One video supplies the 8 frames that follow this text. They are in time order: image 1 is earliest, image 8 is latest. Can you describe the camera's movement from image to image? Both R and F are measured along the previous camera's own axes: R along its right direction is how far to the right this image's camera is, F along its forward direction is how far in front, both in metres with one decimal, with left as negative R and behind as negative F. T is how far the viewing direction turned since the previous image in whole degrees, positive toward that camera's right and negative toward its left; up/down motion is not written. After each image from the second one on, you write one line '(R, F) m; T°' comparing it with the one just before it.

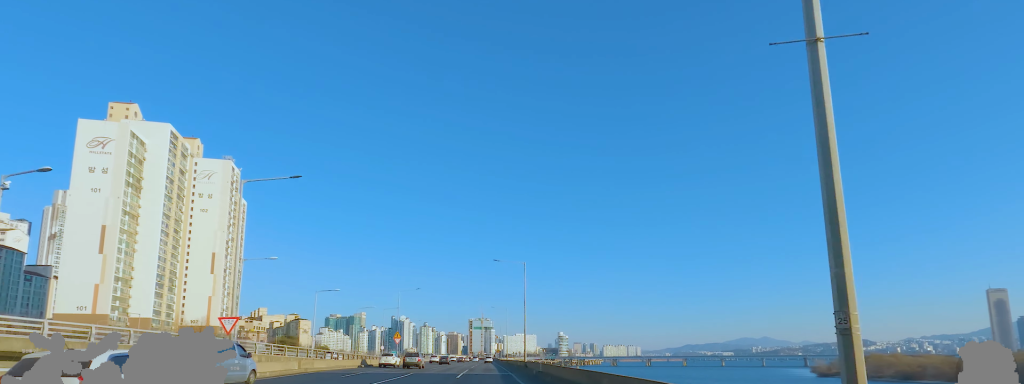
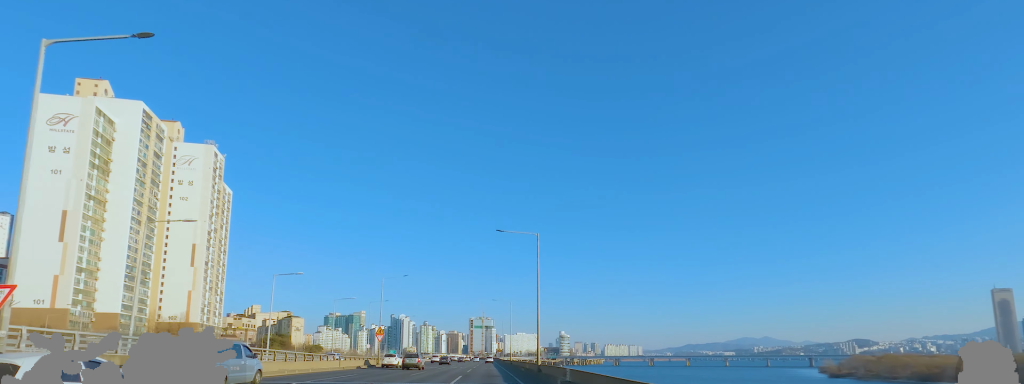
(-0.1, +13.7) m; +1°
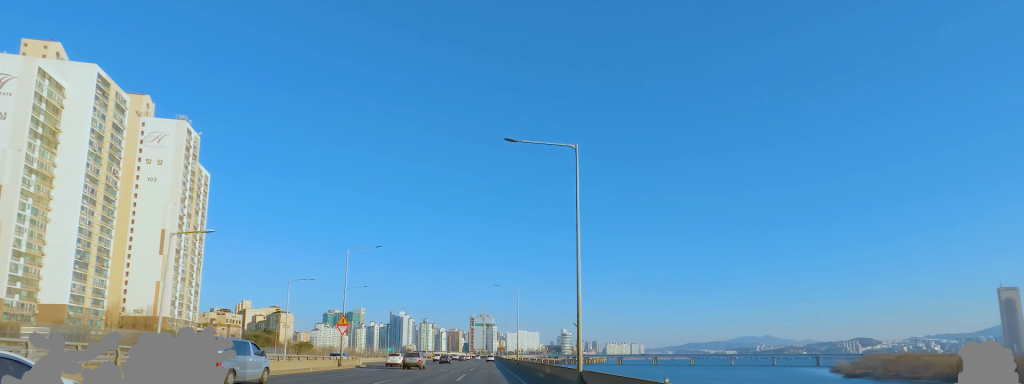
(+0.6, +17.9) m; +3°
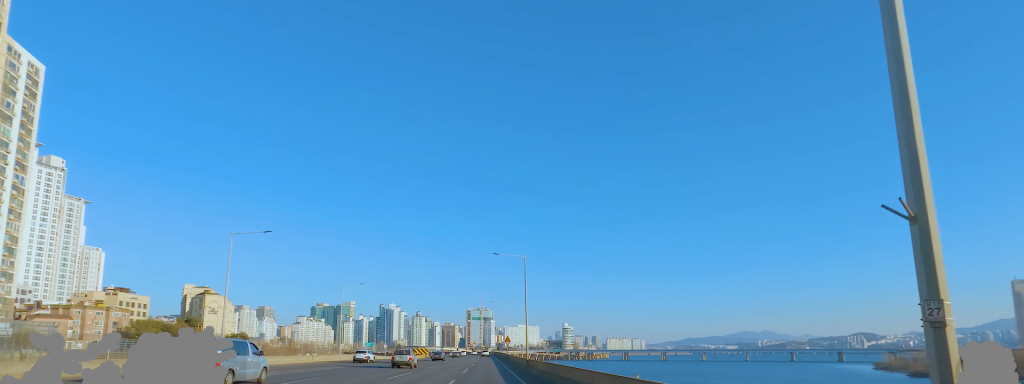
(-0.9, +69.9) m; -1°
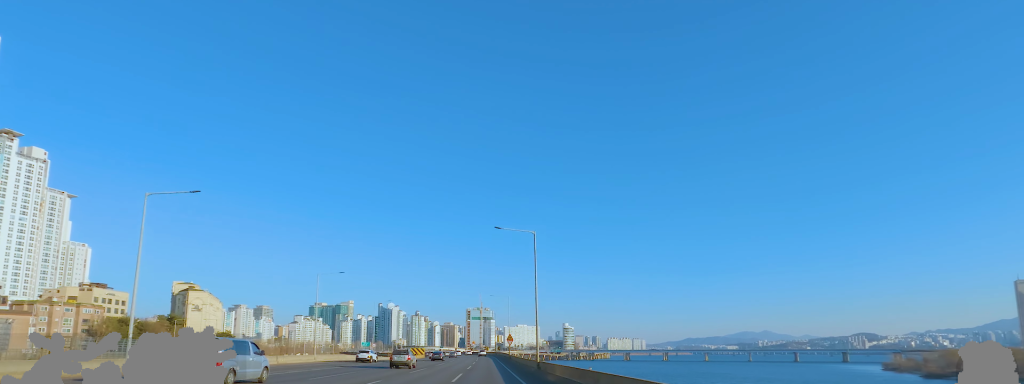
(-0.1, +11.2) m; +1°
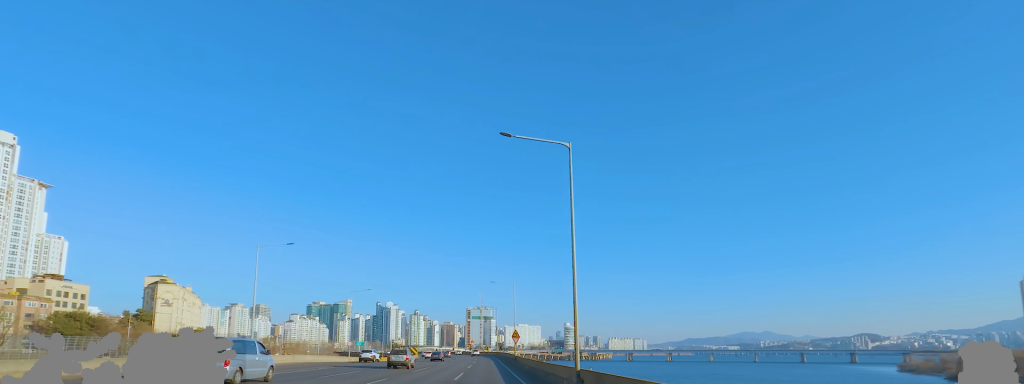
(+0.5, +18.1) m; 0°
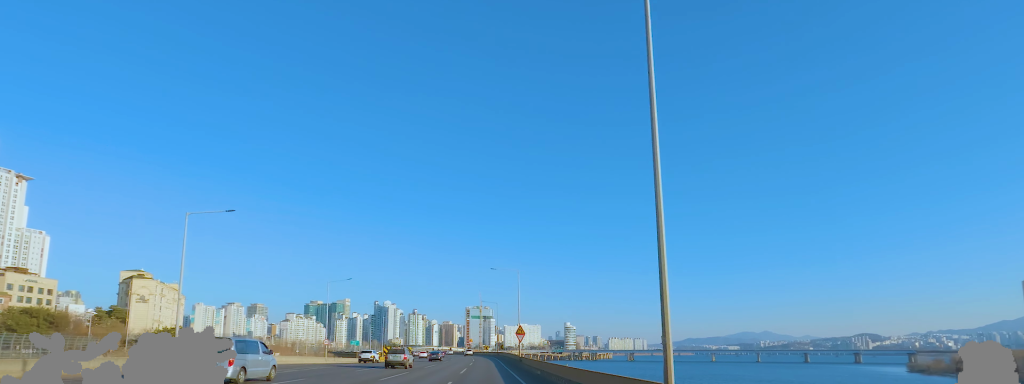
(-0.1, +11.9) m; -1°
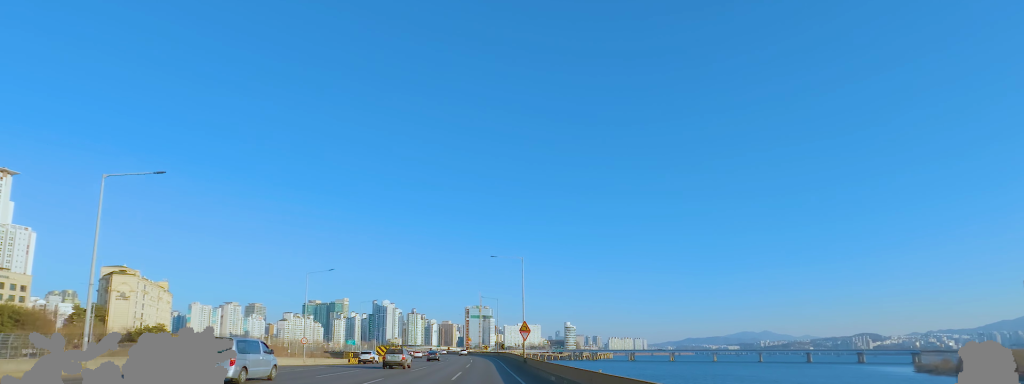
(-0.1, +8.4) m; -1°
